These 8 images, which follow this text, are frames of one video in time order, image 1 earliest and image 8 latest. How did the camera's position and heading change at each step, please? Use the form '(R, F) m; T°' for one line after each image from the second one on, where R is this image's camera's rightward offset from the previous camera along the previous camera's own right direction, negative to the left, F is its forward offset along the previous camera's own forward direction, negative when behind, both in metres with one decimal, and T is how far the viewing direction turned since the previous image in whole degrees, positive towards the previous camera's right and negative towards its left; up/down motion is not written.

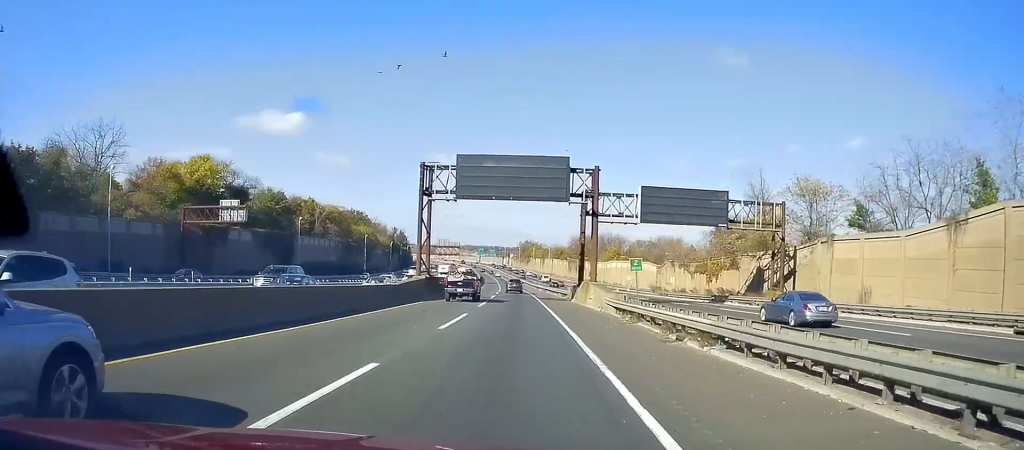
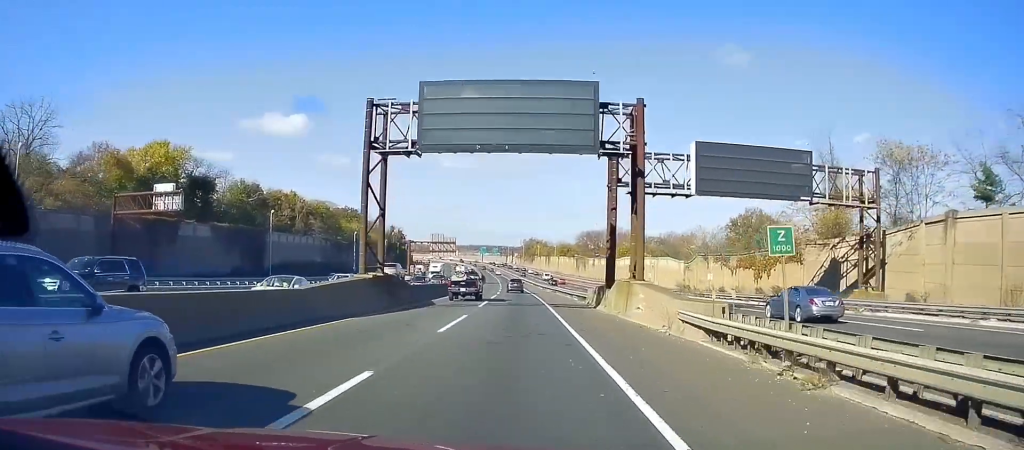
(-0.1, +15.9) m; 0°
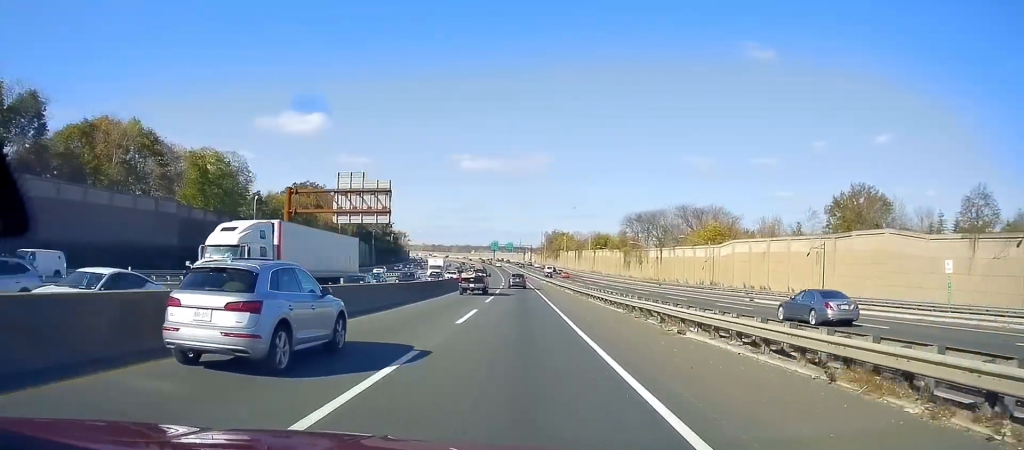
(-1.4, +73.9) m; -3°
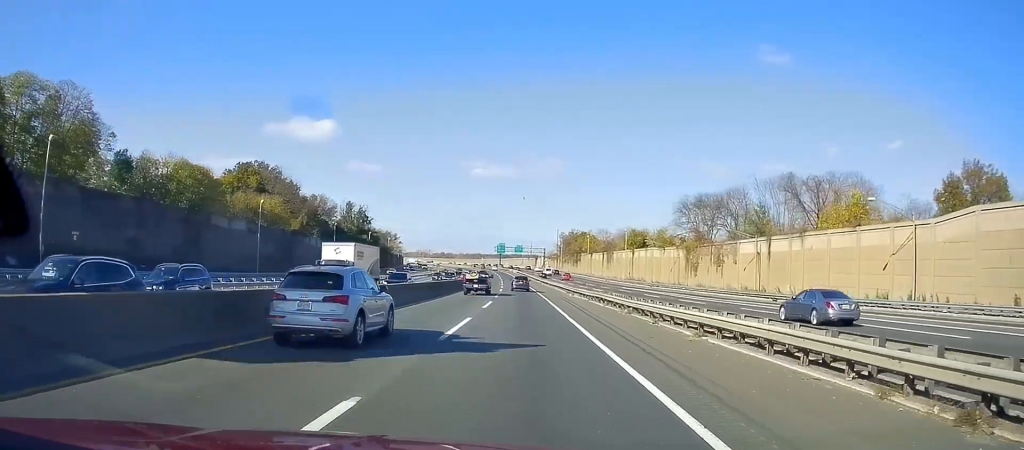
(-0.5, +51.3) m; -1°
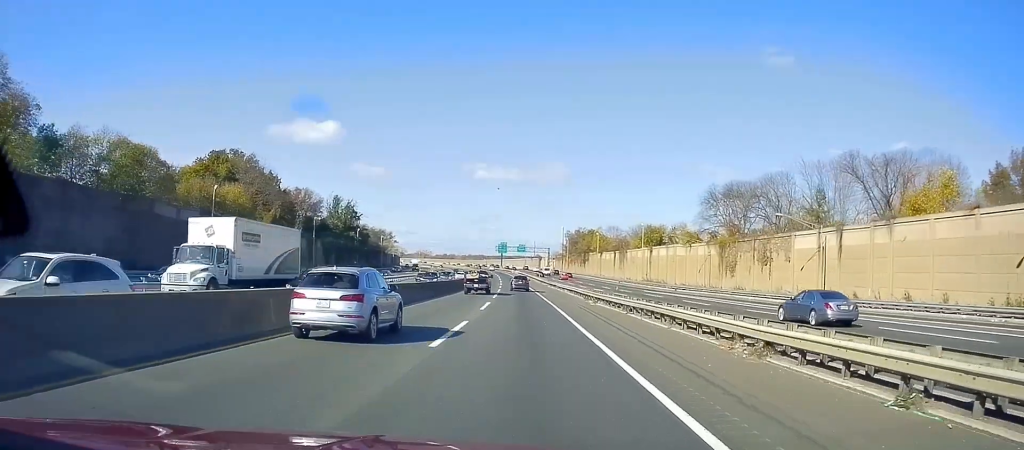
(+0.5, +17.1) m; 0°
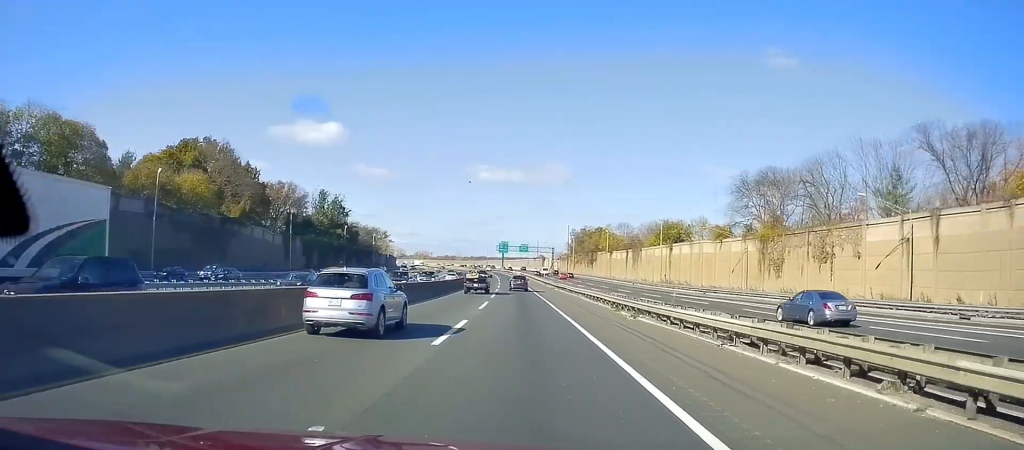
(-0.5, +15.0) m; -1°
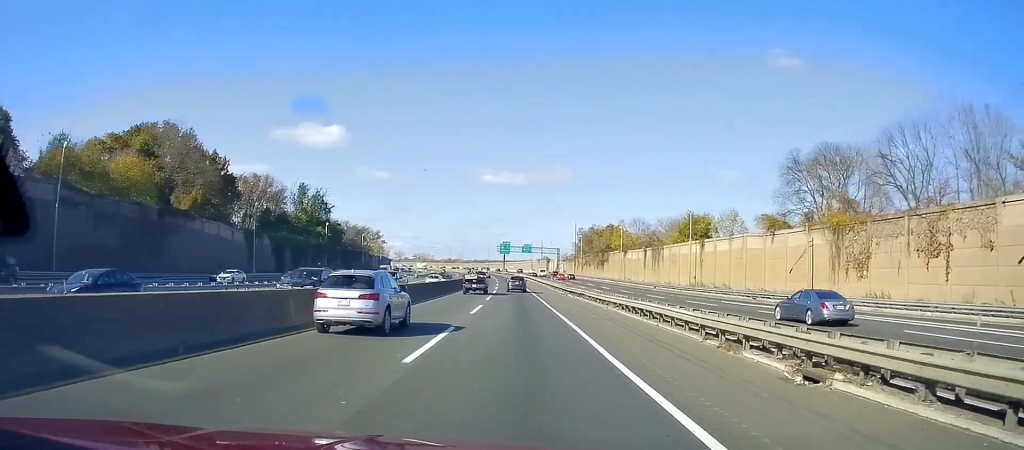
(-0.4, +18.0) m; -1°
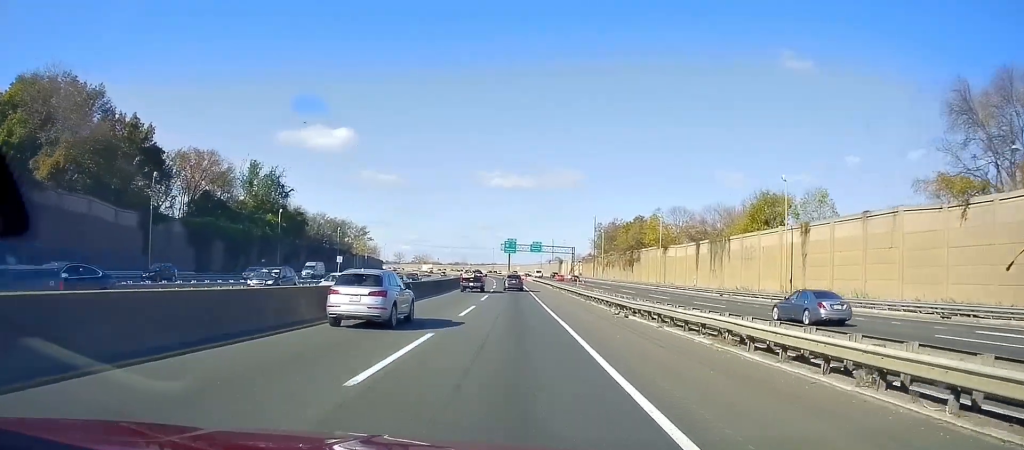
(+0.4, +33.1) m; +1°
